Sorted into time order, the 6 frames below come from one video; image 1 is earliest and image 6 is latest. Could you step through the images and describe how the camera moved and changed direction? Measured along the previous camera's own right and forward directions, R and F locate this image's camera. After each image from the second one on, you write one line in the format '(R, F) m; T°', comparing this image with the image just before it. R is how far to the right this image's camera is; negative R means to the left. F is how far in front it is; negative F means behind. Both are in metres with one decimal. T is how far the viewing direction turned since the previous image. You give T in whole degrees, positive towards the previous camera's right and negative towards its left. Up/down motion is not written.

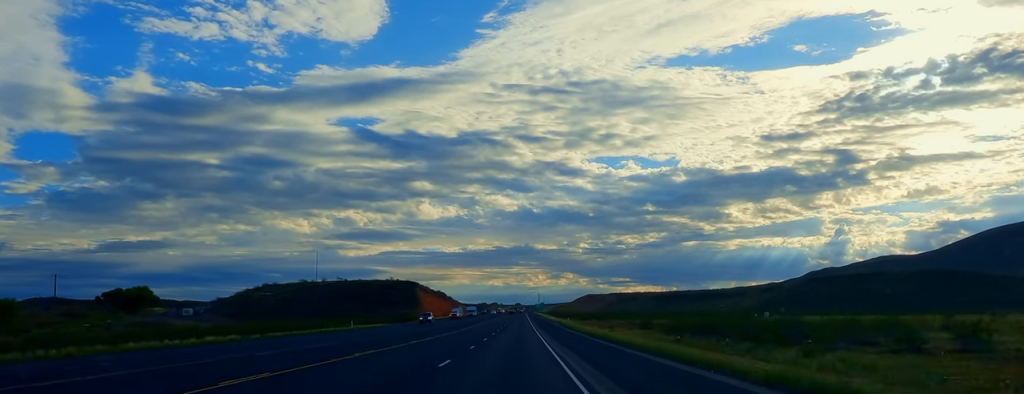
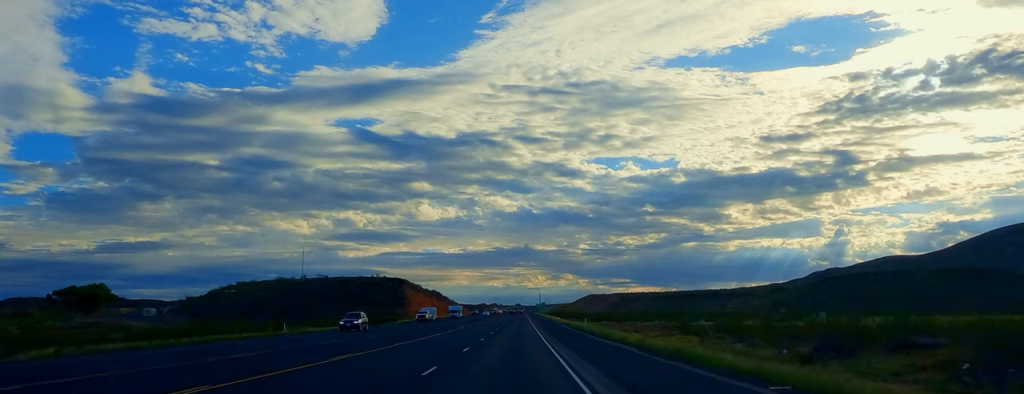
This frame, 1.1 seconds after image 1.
(-0.2, +27.8) m; -1°
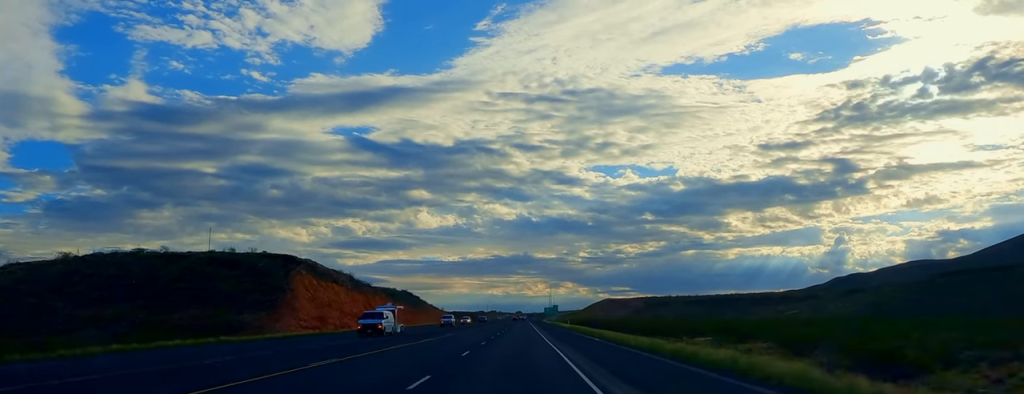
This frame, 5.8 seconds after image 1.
(-2.6, +124.2) m; -1°
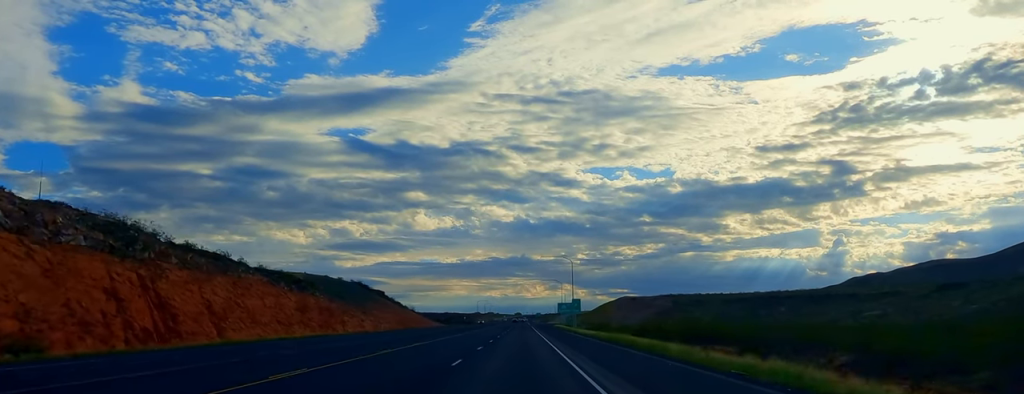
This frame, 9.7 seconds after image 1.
(+2.5, +100.4) m; +2°
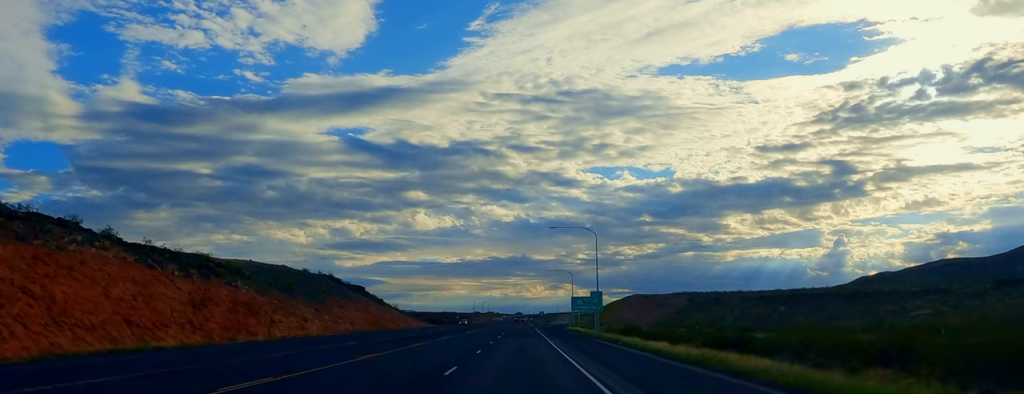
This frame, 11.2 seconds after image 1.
(-0.1, +39.6) m; -1°
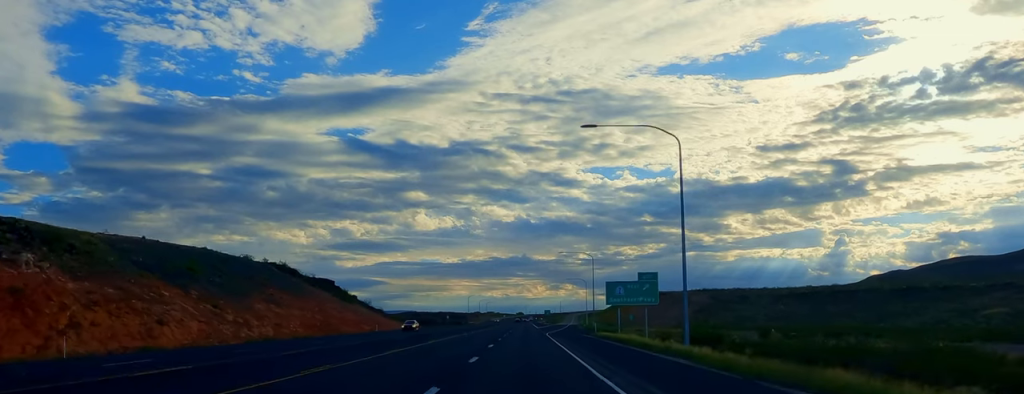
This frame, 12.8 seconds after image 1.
(-0.8, +44.2) m; -1°
